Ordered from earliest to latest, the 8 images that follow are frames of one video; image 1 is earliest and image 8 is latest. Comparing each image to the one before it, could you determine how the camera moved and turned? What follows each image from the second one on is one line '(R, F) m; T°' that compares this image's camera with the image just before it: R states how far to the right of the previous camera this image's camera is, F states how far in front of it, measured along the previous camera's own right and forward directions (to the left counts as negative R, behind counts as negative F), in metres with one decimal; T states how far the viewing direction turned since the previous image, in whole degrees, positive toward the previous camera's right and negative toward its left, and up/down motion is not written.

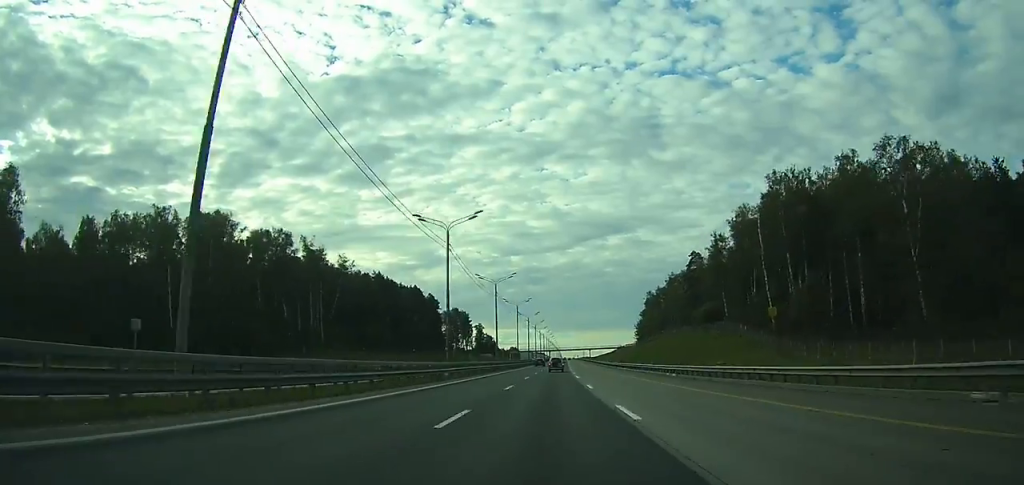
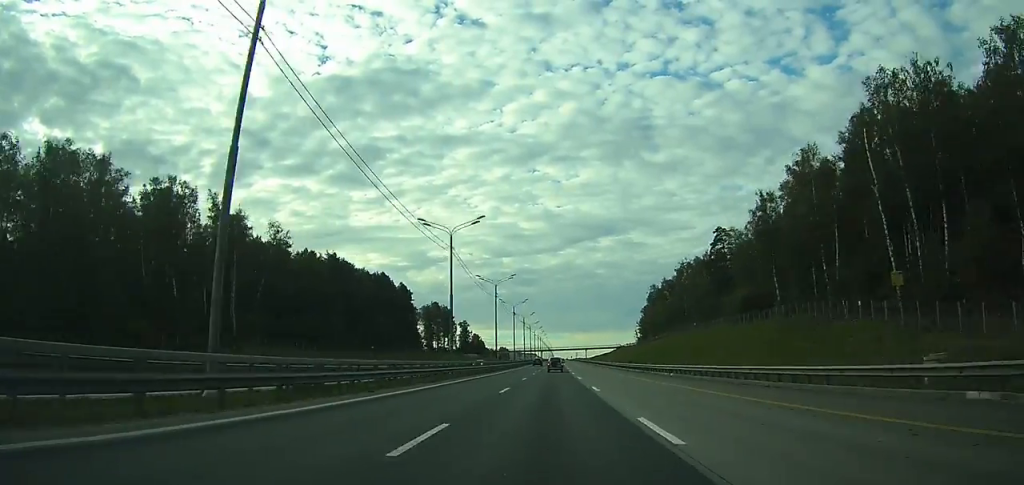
(+0.2, +33.9) m; +1°
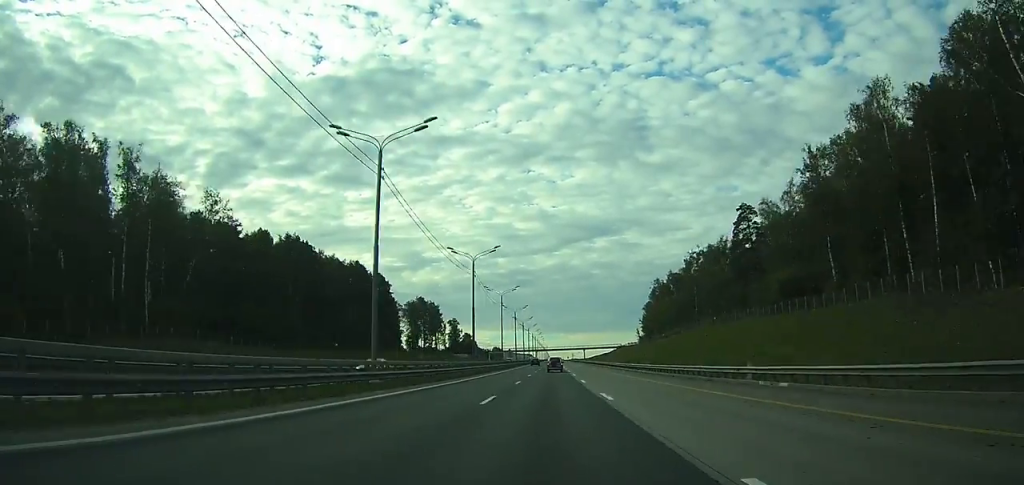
(+0.1, +21.3) m; 0°
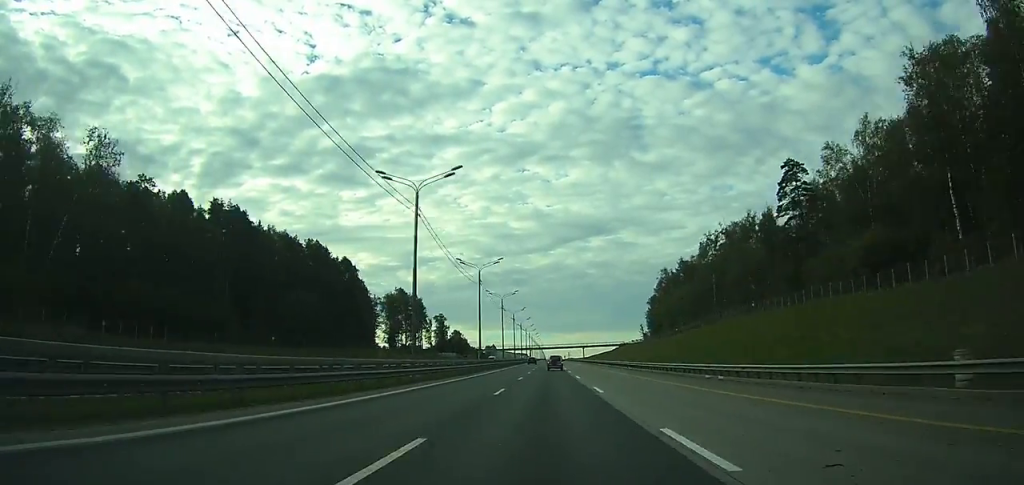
(+0.1, +27.7) m; 0°
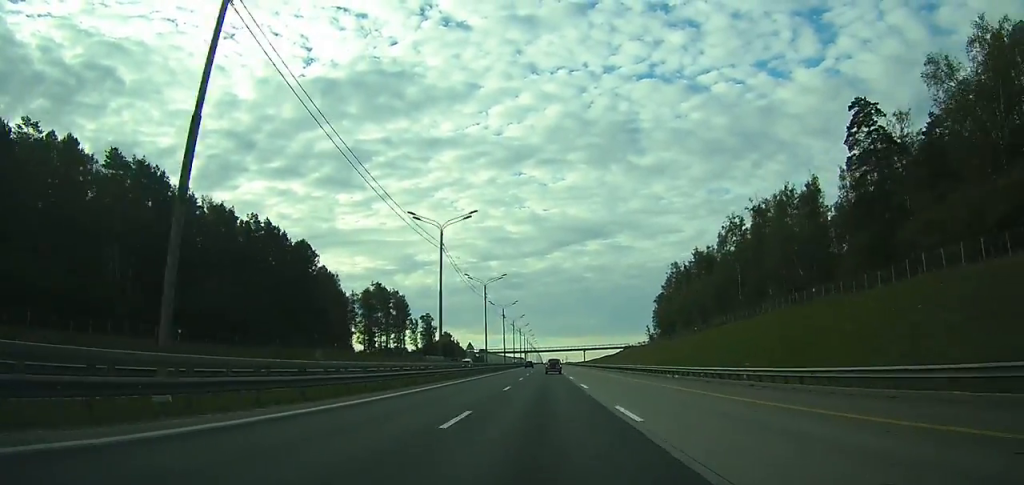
(+0.1, +27.0) m; 0°
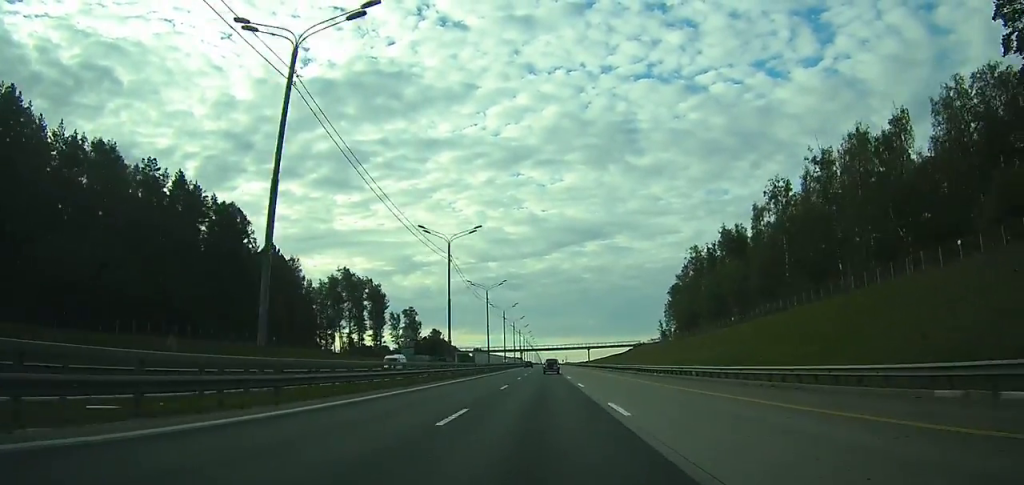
(+0.1, +32.7) m; 0°
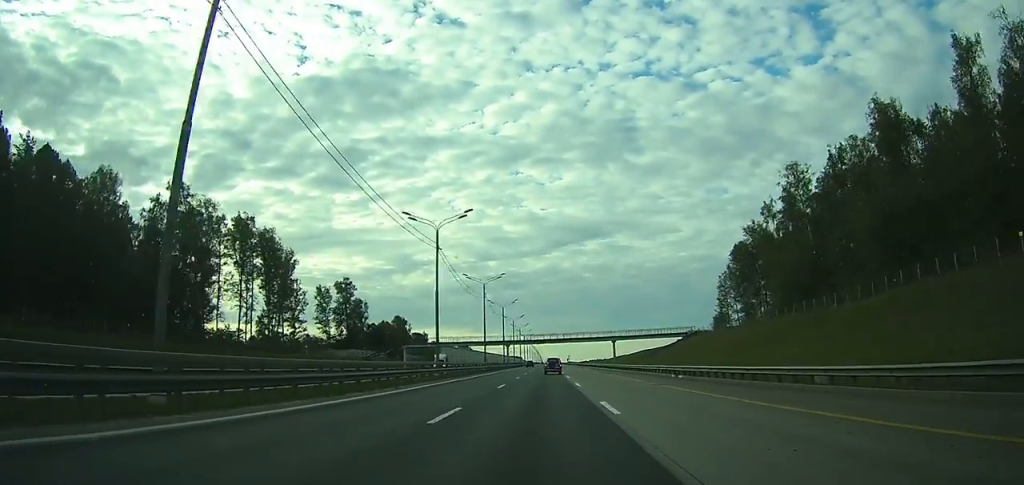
(+0.4, +80.7) m; 0°
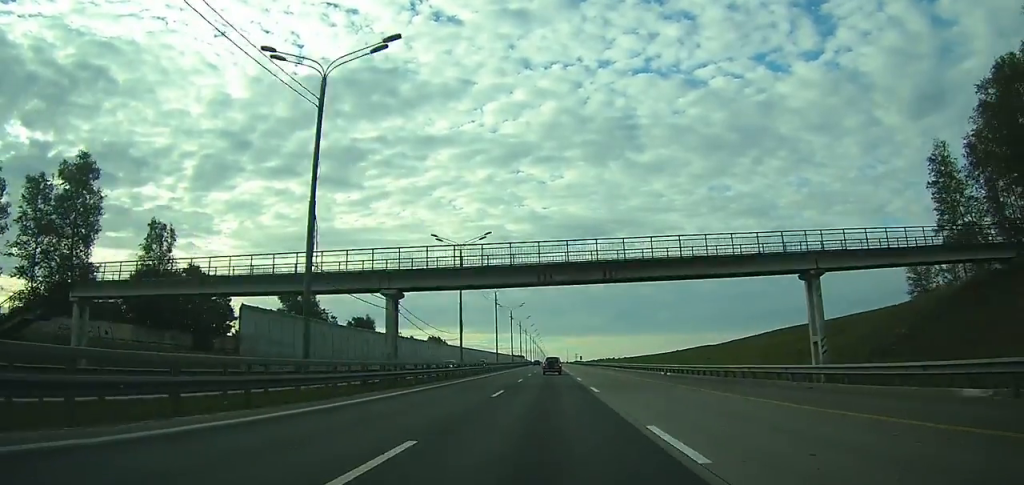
(-0.5, +96.9) m; -1°
